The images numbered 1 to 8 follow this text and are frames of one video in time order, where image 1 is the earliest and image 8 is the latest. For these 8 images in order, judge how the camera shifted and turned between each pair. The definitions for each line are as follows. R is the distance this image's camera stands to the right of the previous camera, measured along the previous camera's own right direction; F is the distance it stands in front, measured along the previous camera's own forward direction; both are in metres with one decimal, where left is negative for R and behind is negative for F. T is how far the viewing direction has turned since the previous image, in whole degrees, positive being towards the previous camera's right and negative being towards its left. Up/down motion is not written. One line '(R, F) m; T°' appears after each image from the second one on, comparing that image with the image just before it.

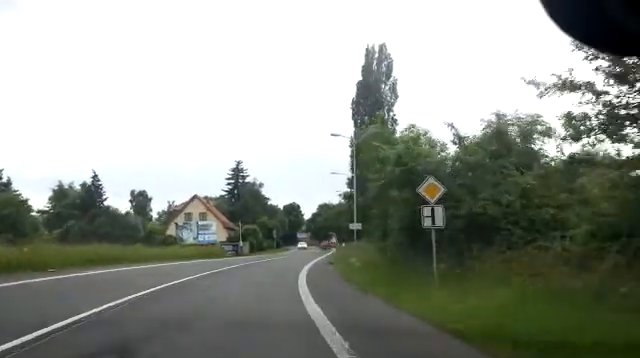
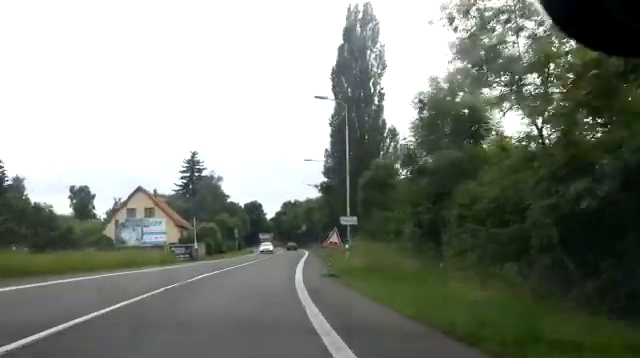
(+0.4, +11.2) m; +4°
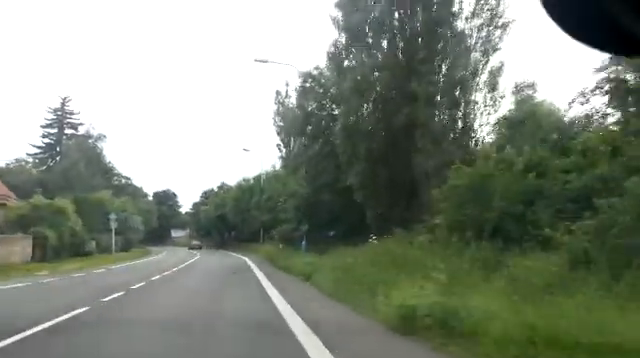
(+3.9, +30.3) m; +13°
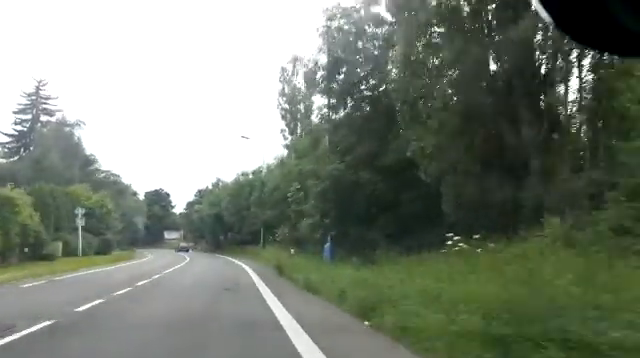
(+0.2, +7.4) m; +2°
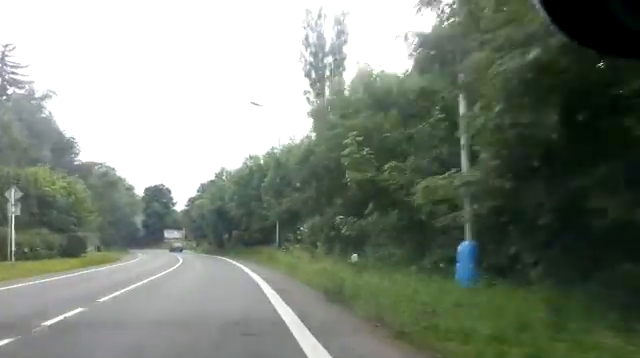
(0.0, +10.6) m; +1°
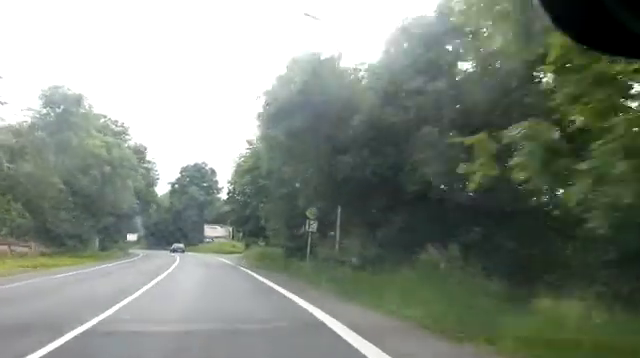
(+0.8, +40.4) m; -3°
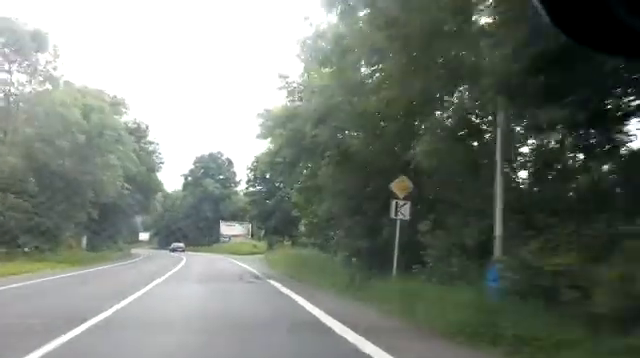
(-0.4, +10.8) m; -4°
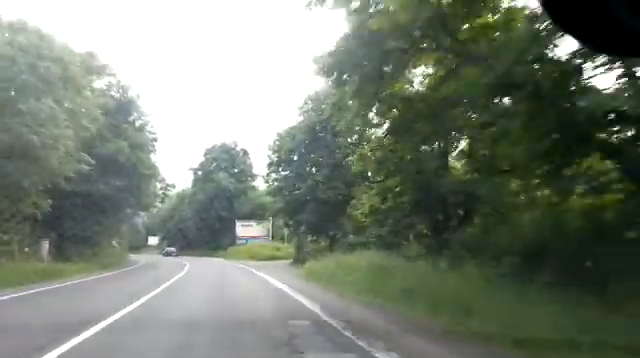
(-0.4, +11.7) m; -1°
